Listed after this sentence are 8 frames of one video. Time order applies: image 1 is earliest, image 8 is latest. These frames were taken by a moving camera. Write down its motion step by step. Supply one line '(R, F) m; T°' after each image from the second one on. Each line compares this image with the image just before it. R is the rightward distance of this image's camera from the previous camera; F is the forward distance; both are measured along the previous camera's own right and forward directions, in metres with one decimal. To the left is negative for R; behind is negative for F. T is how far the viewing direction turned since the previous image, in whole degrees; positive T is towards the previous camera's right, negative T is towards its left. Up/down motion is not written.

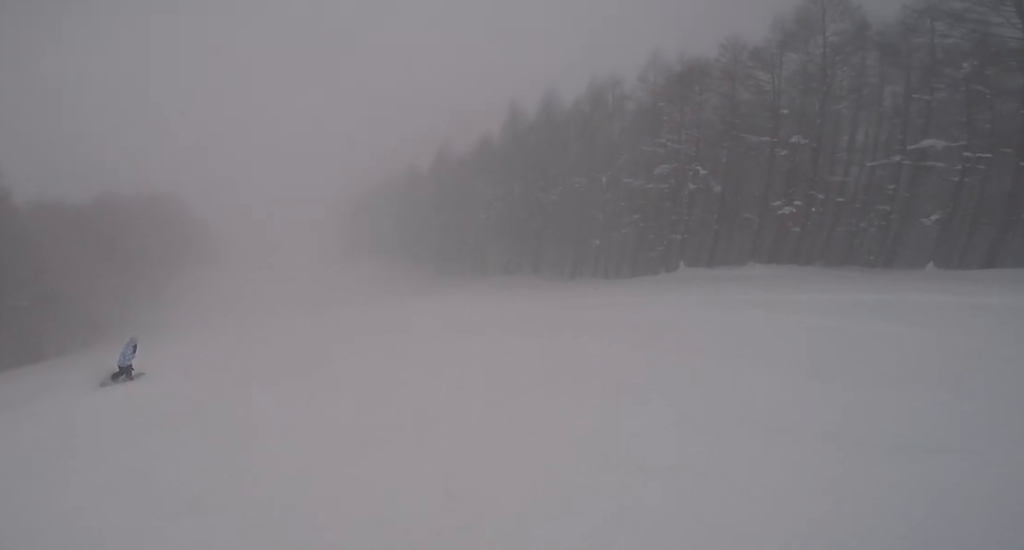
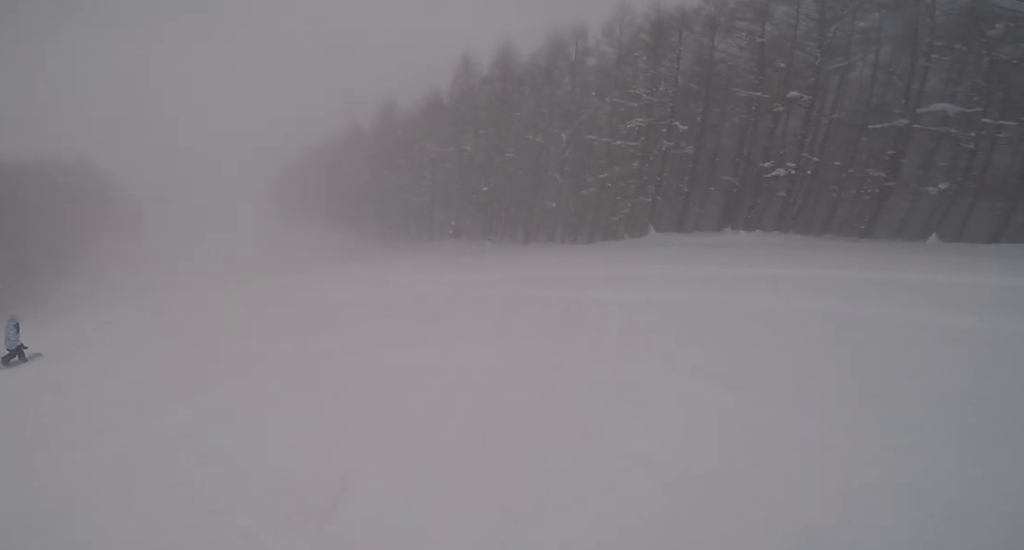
(+0.2, +3.7) m; +2°
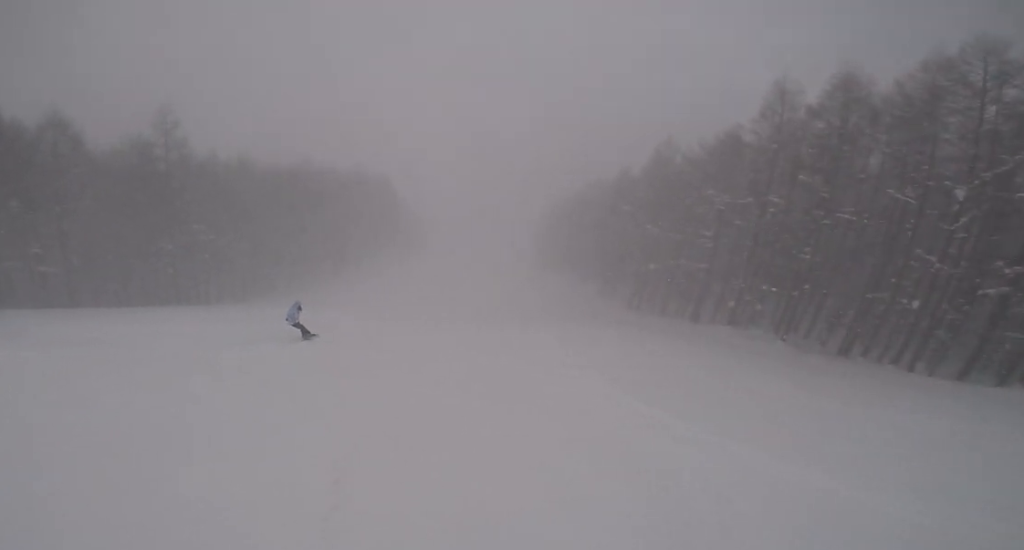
(0.0, +8.0) m; -14°
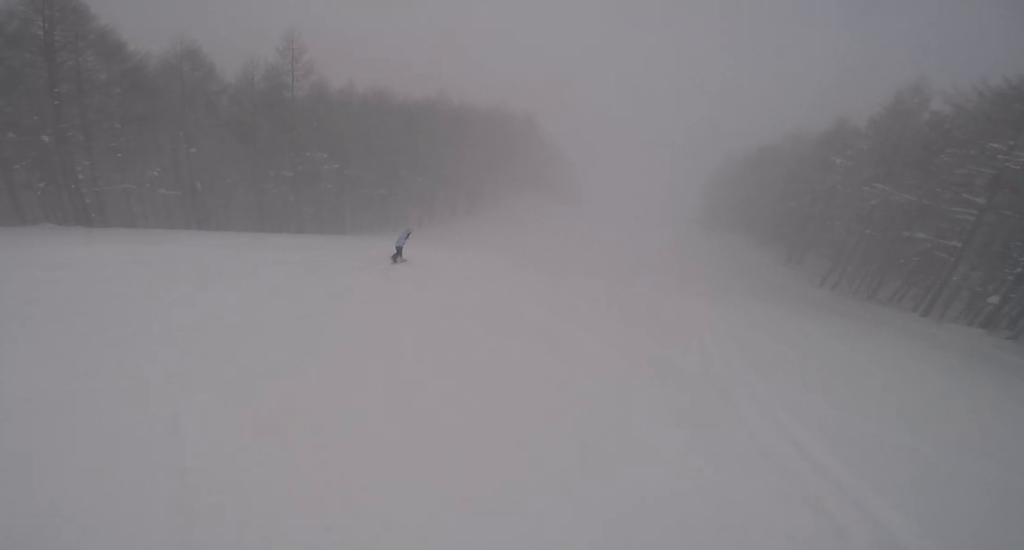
(-1.0, +5.0) m; -18°
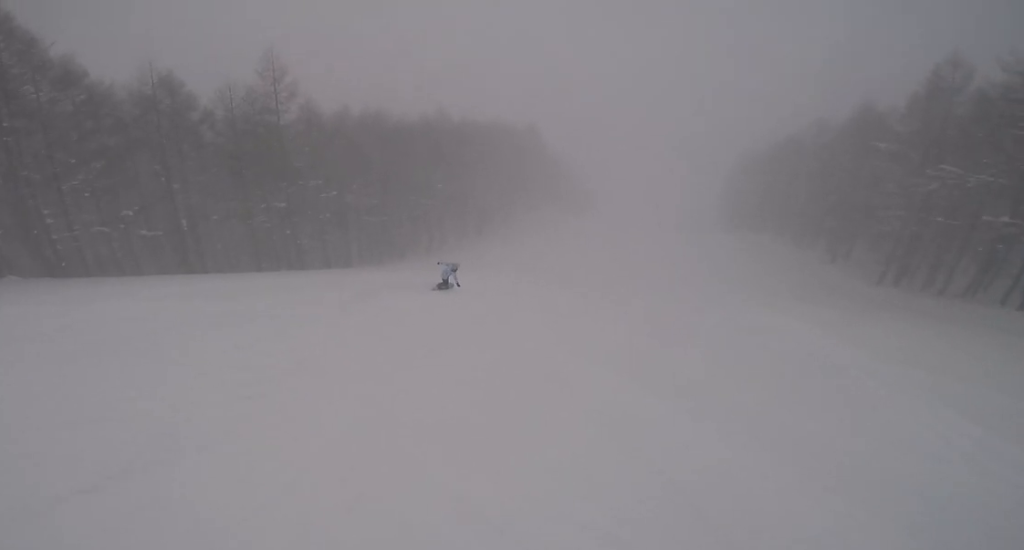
(-0.7, +3.9) m; -11°
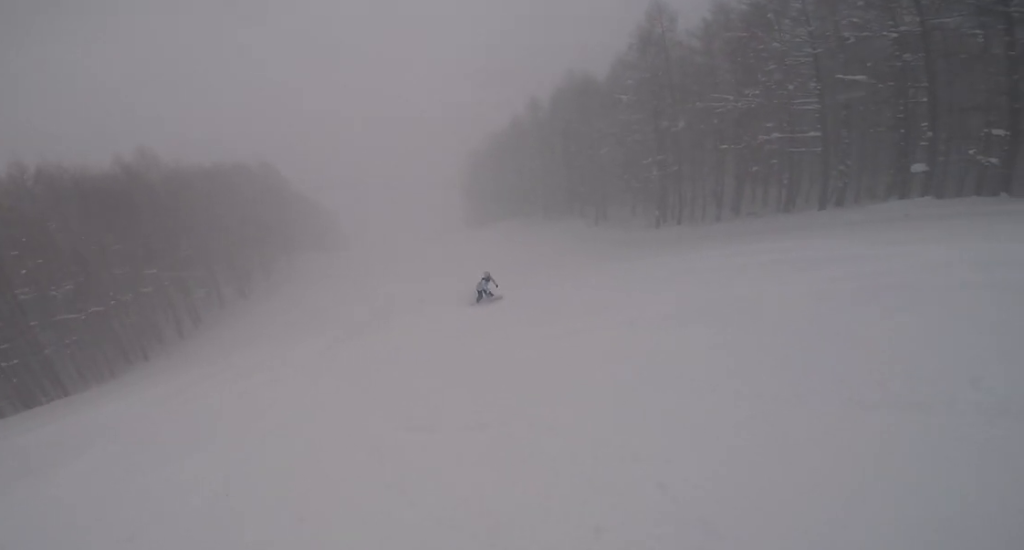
(0.0, +10.0) m; +12°
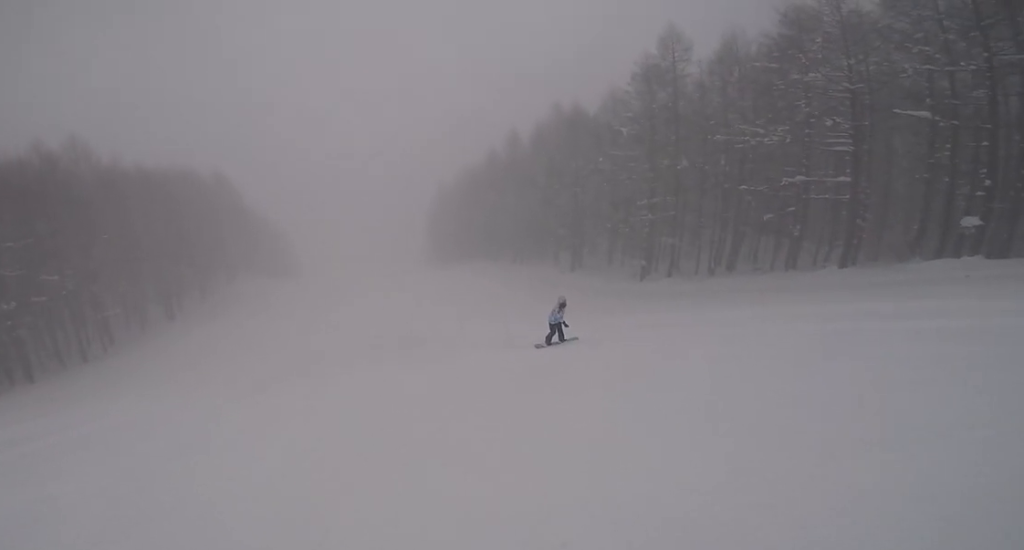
(+0.6, +5.1) m; +9°
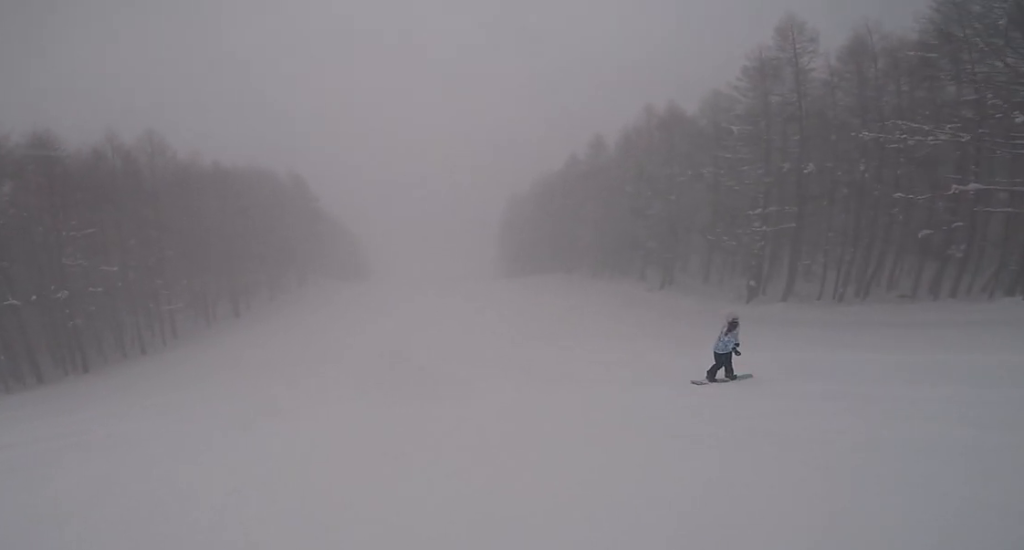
(+1.2, +3.4) m; 0°
